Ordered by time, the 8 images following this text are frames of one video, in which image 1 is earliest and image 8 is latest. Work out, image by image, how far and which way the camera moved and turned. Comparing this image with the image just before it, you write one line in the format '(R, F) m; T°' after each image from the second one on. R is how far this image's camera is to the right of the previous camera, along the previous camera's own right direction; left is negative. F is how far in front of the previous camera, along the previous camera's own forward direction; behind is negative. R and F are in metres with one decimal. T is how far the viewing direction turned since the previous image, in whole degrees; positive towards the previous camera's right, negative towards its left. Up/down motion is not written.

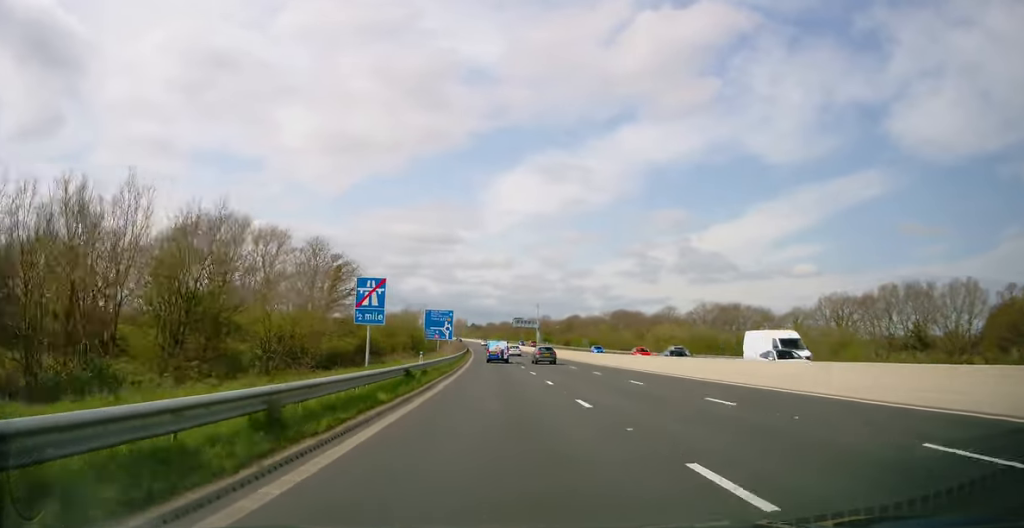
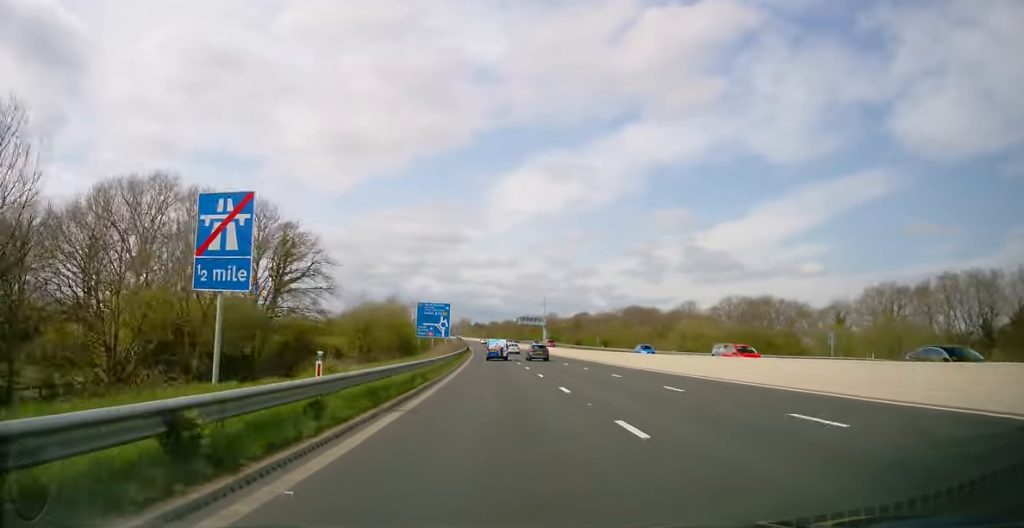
(-0.3, +15.1) m; 0°
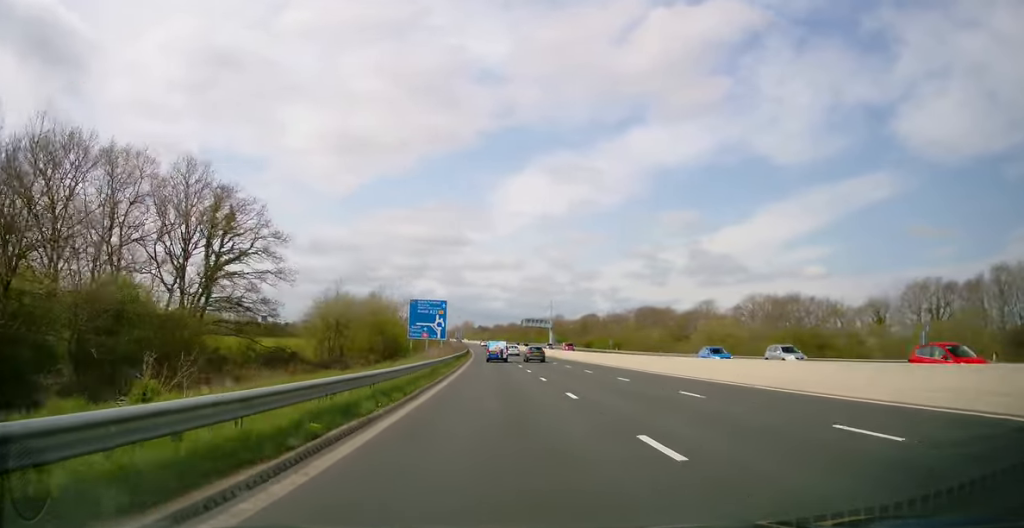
(-0.1, +11.5) m; 0°
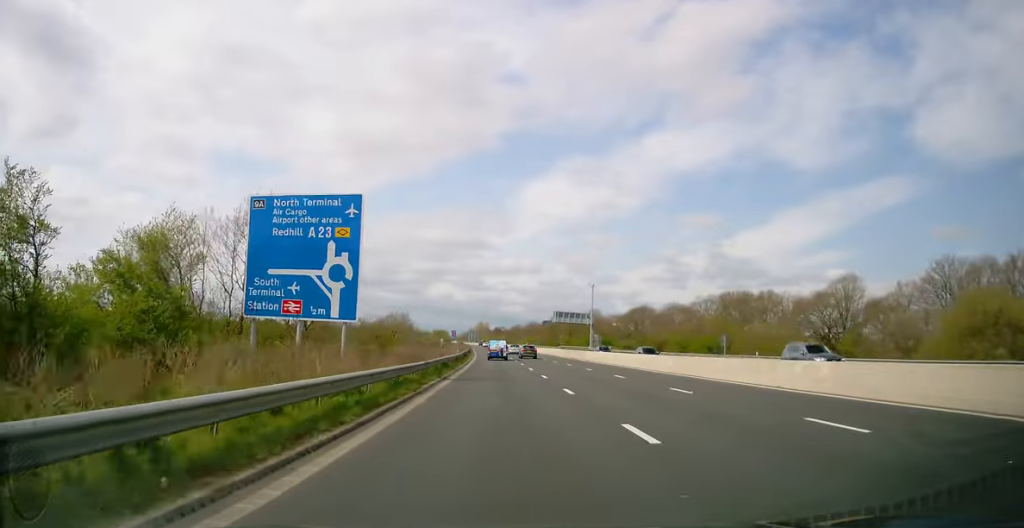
(-0.7, +57.1) m; -3°
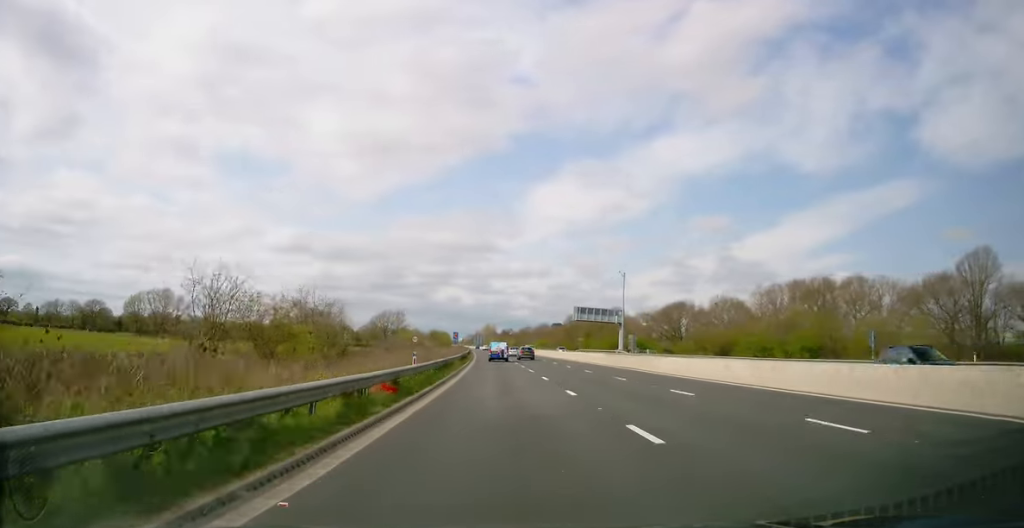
(-0.6, +29.1) m; 0°
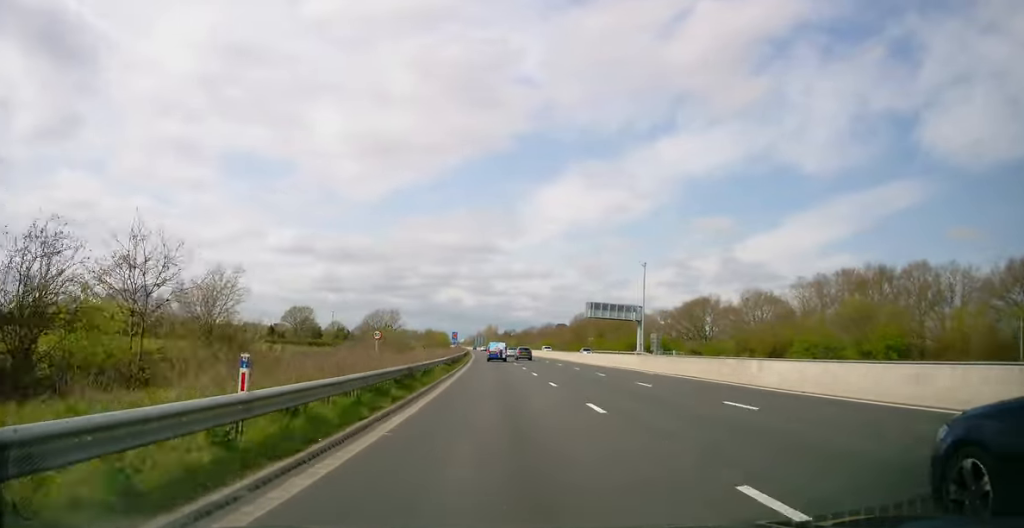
(+0.3, +15.0) m; +1°
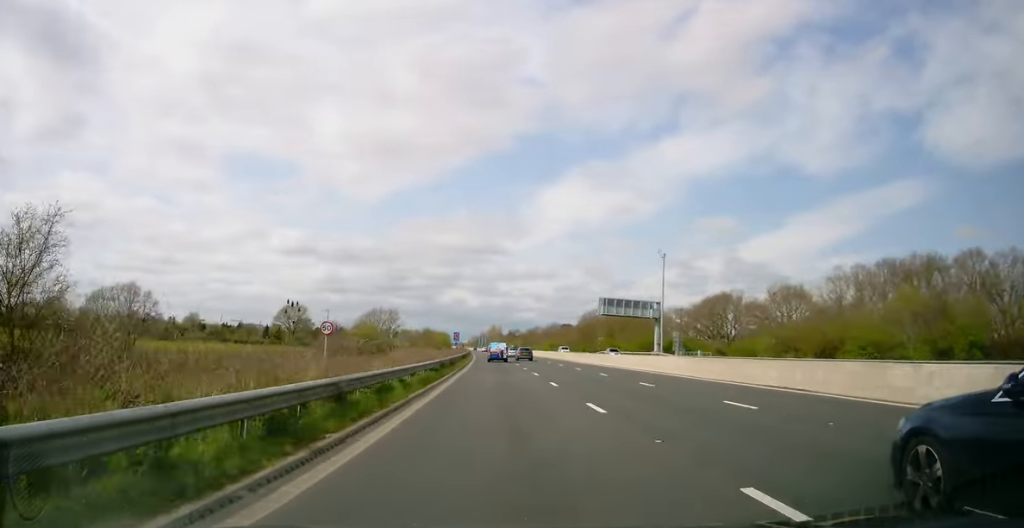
(+0.1, +9.8) m; 0°
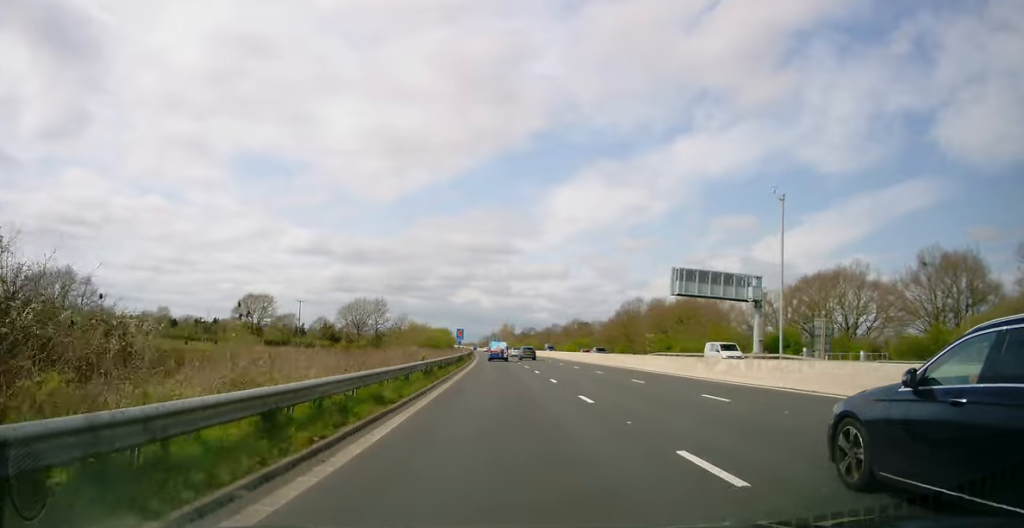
(-0.7, +36.2) m; -2°
